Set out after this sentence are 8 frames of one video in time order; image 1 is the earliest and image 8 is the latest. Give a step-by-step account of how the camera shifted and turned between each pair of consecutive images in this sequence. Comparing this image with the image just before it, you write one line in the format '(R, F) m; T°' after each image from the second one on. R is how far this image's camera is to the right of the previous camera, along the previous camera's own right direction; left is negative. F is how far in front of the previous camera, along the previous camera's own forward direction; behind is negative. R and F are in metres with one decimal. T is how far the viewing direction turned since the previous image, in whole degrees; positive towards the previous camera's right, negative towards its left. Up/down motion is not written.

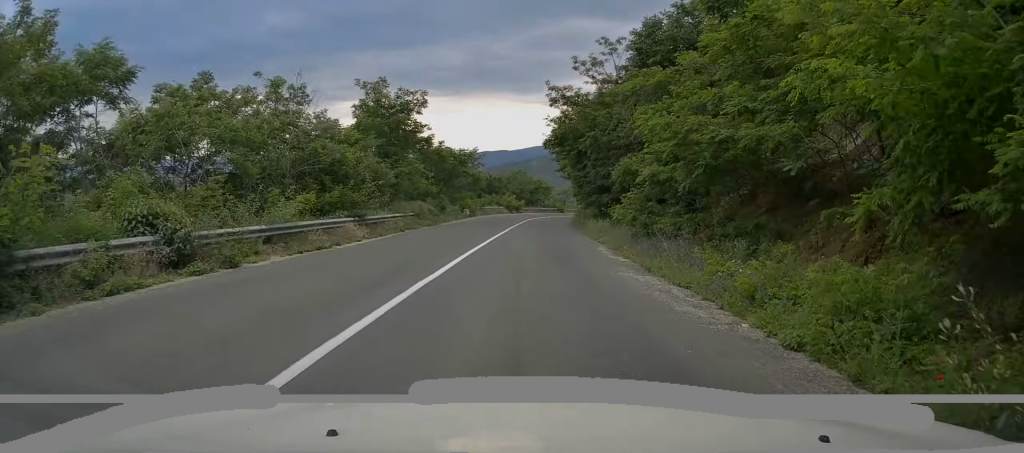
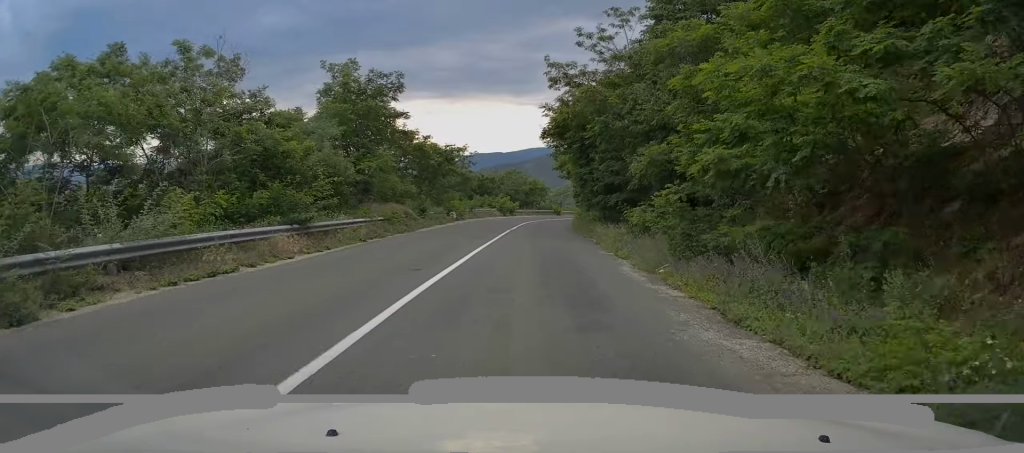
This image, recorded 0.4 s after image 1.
(0.0, +5.1) m; 0°
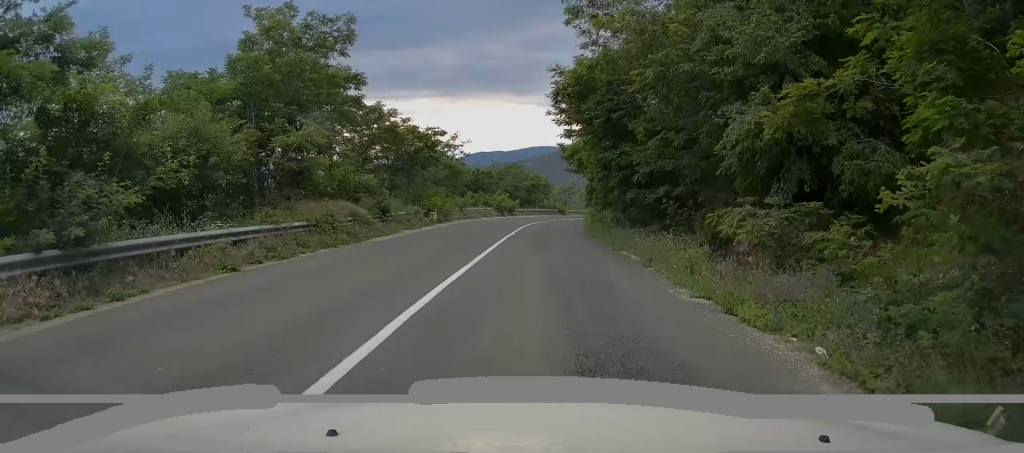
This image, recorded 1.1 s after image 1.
(0.0, +8.5) m; 0°
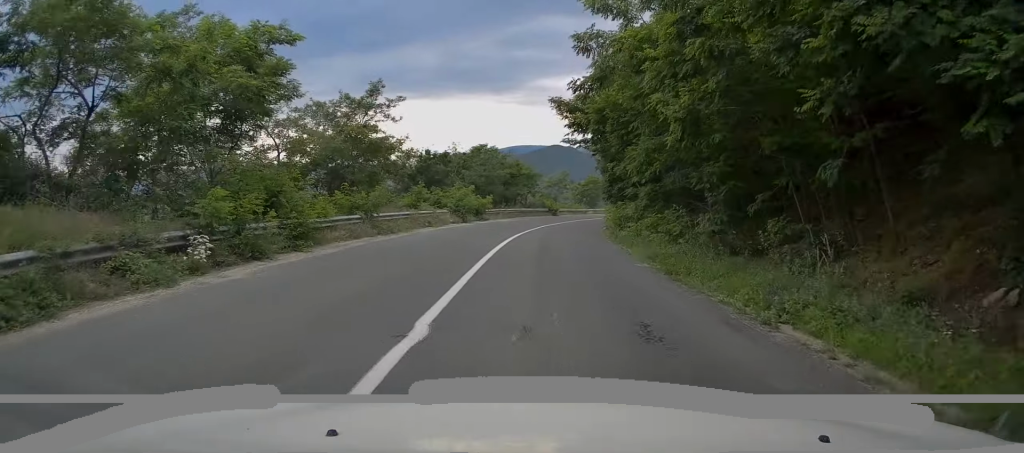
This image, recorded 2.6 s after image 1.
(+0.5, +19.7) m; +3°
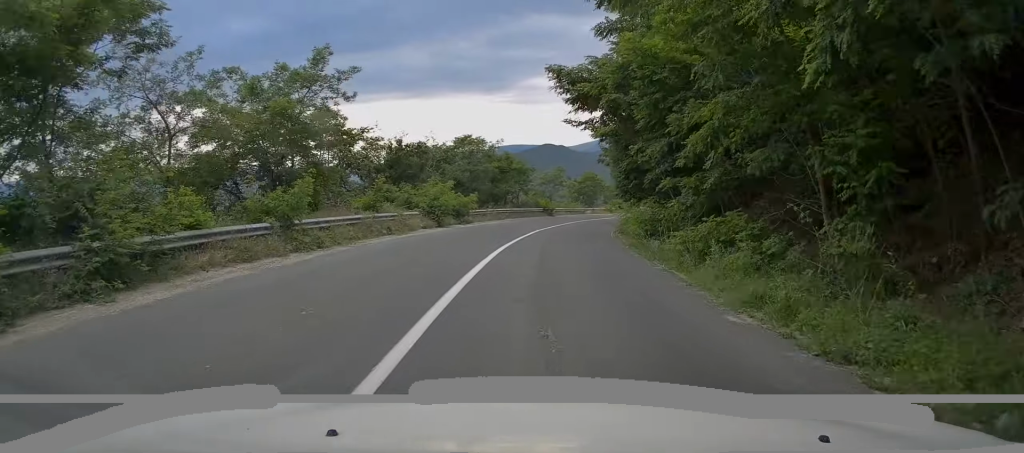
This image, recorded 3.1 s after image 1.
(+0.1, +6.4) m; +1°
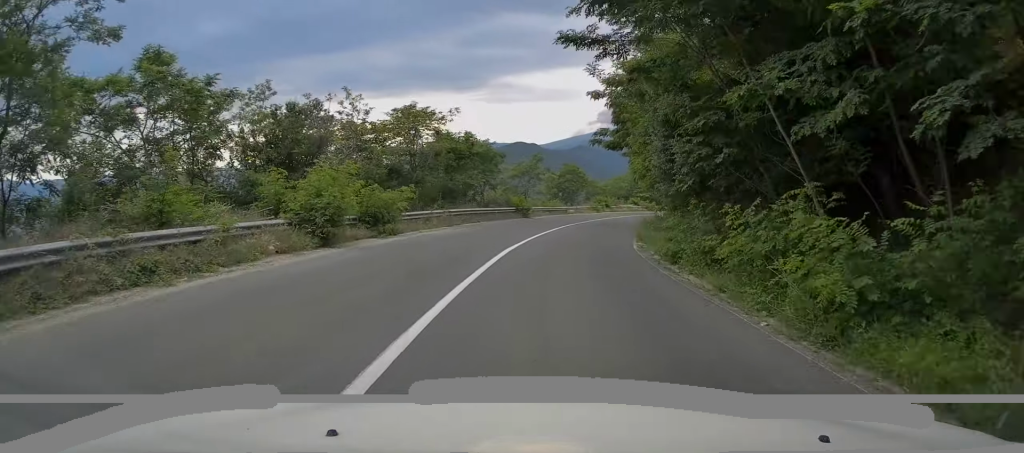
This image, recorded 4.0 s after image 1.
(0.0, +12.0) m; +2°
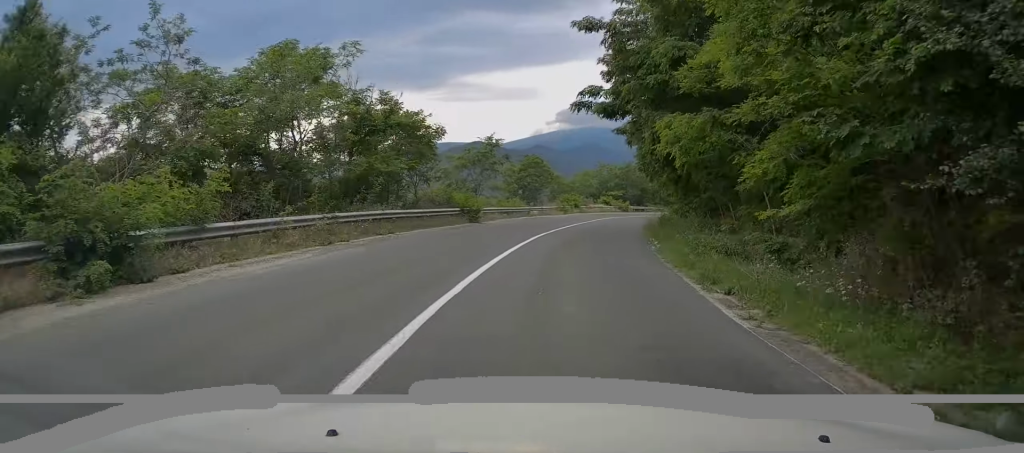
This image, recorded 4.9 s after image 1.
(+0.3, +11.1) m; +3°
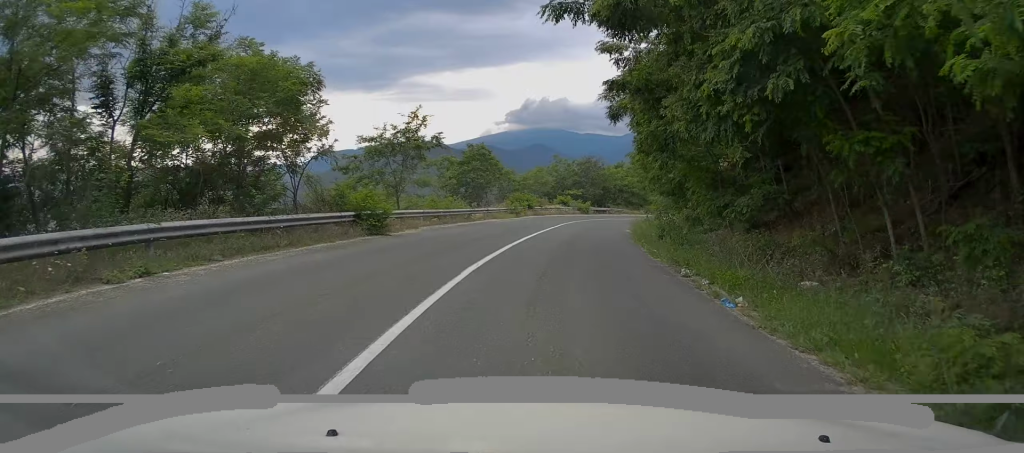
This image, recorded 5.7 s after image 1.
(+0.3, +9.8) m; +5°
